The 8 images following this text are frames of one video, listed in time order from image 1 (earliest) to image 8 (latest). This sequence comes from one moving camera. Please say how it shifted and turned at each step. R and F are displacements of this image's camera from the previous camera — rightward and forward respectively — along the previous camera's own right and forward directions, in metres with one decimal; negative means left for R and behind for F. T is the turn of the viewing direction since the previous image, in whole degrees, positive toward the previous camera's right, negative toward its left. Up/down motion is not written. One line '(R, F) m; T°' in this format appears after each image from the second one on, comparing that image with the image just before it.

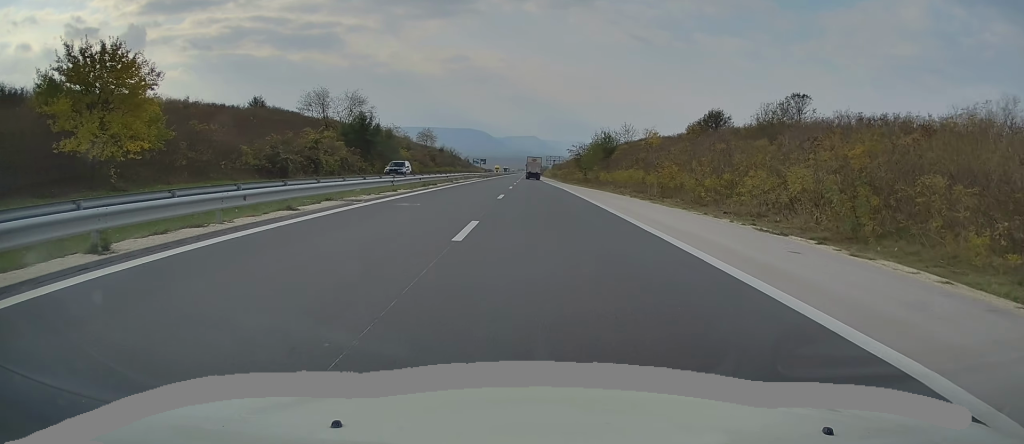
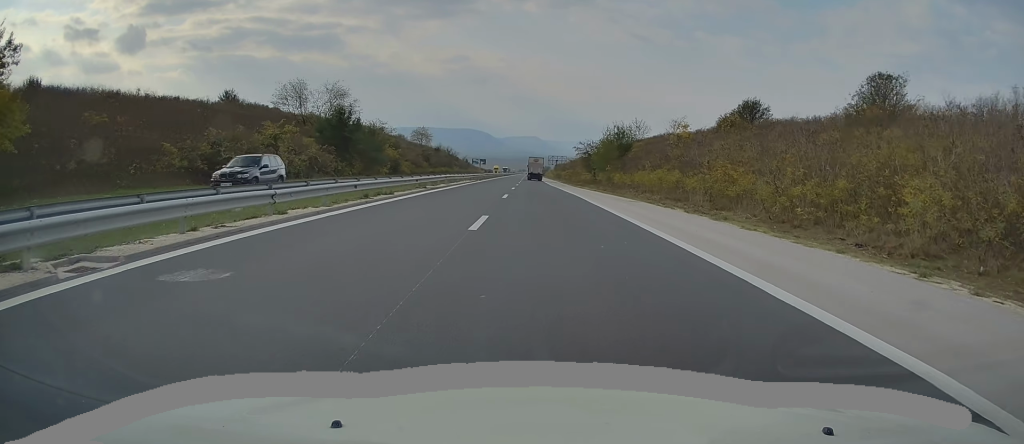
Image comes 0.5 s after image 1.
(+0.1, +13.5) m; 0°
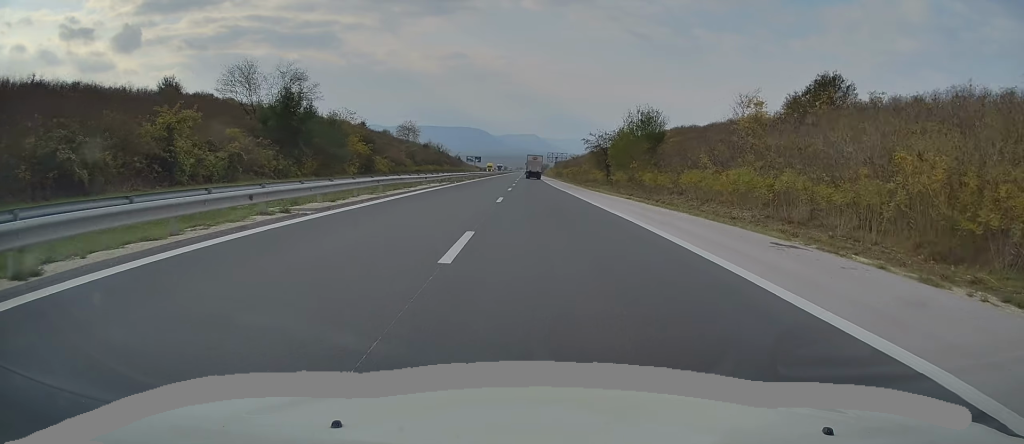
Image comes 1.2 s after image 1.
(0.0, +20.3) m; 0°
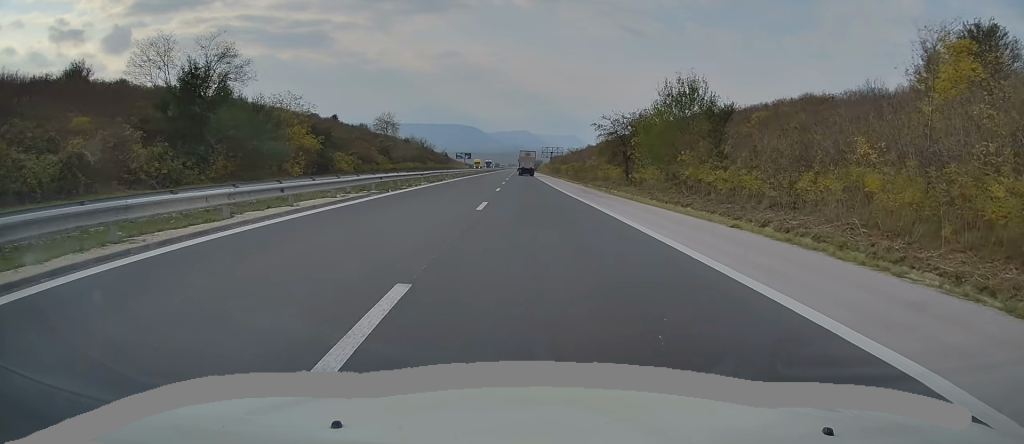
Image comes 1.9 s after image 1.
(0.0, +21.3) m; 0°
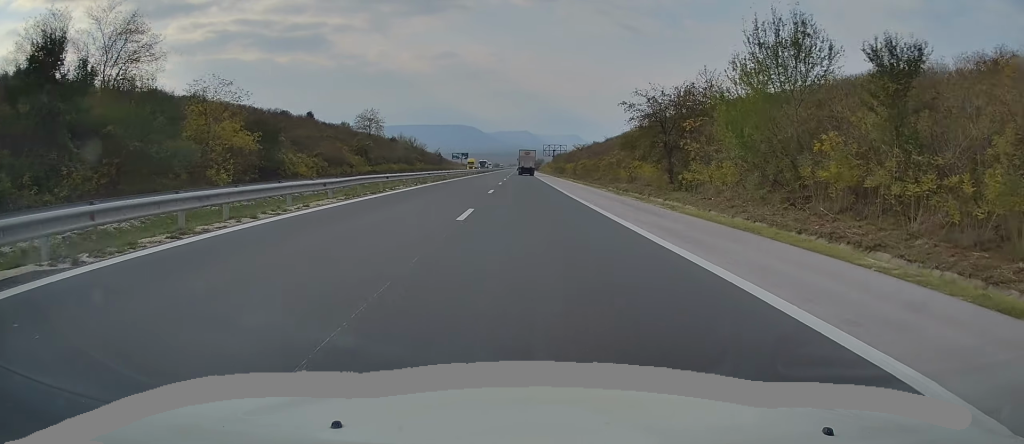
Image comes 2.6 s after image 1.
(0.0, +19.4) m; 0°
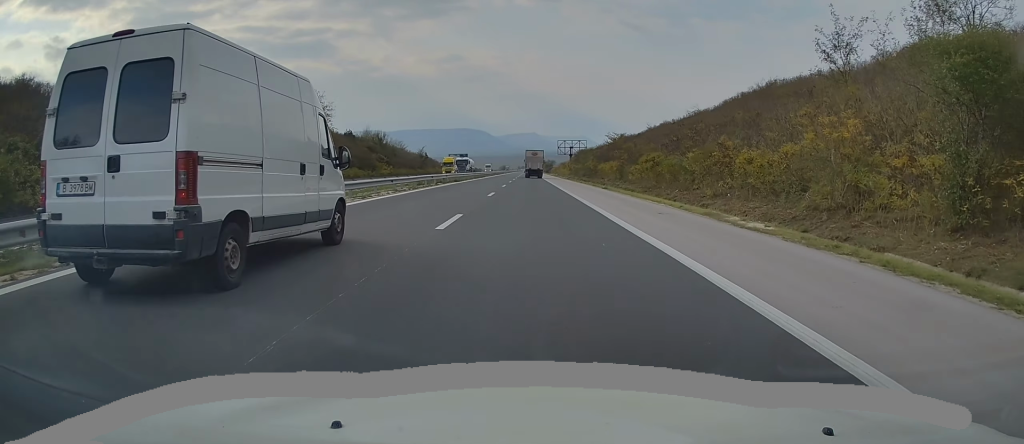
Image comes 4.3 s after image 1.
(-0.6, +49.4) m; -1°
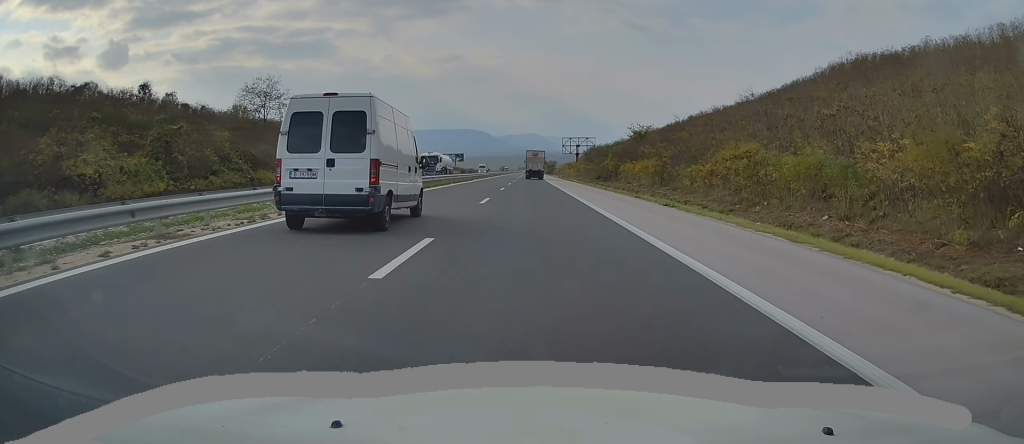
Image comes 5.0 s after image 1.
(+0.2, +21.3) m; +1°
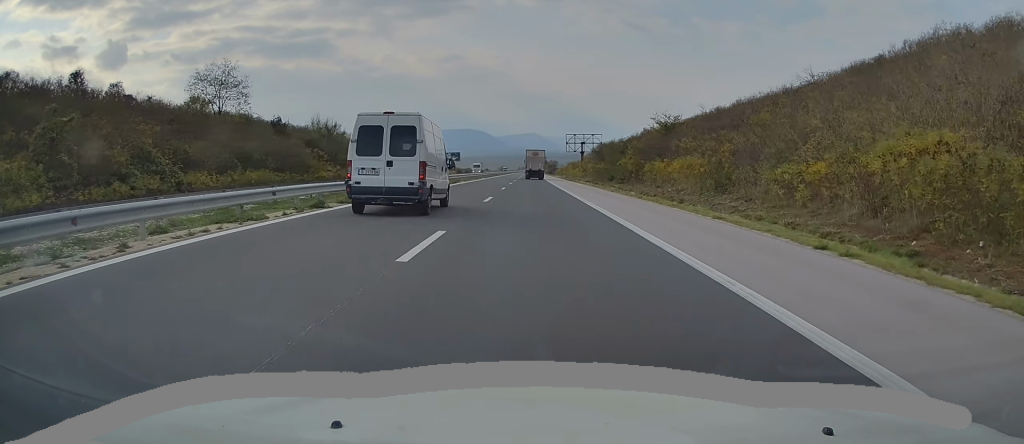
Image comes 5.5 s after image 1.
(+0.1, +14.5) m; 0°
